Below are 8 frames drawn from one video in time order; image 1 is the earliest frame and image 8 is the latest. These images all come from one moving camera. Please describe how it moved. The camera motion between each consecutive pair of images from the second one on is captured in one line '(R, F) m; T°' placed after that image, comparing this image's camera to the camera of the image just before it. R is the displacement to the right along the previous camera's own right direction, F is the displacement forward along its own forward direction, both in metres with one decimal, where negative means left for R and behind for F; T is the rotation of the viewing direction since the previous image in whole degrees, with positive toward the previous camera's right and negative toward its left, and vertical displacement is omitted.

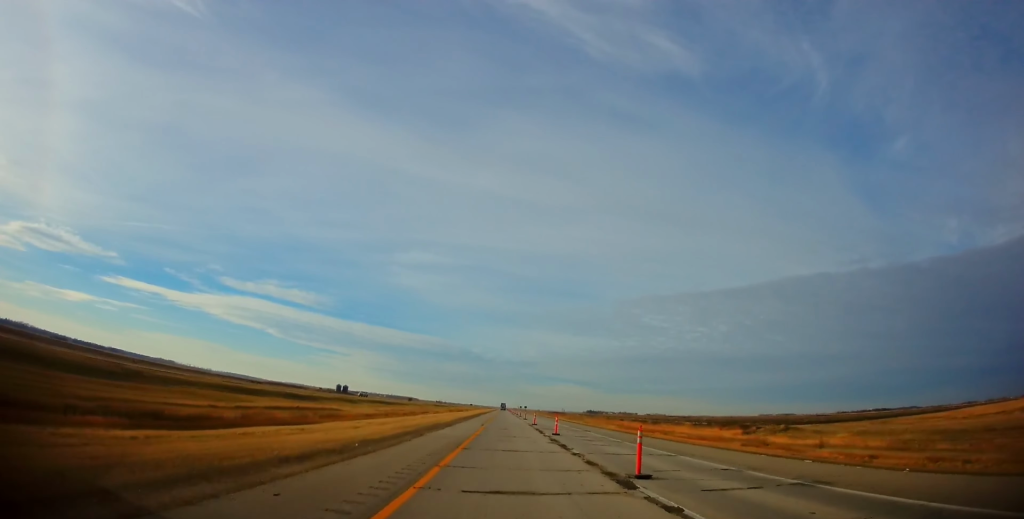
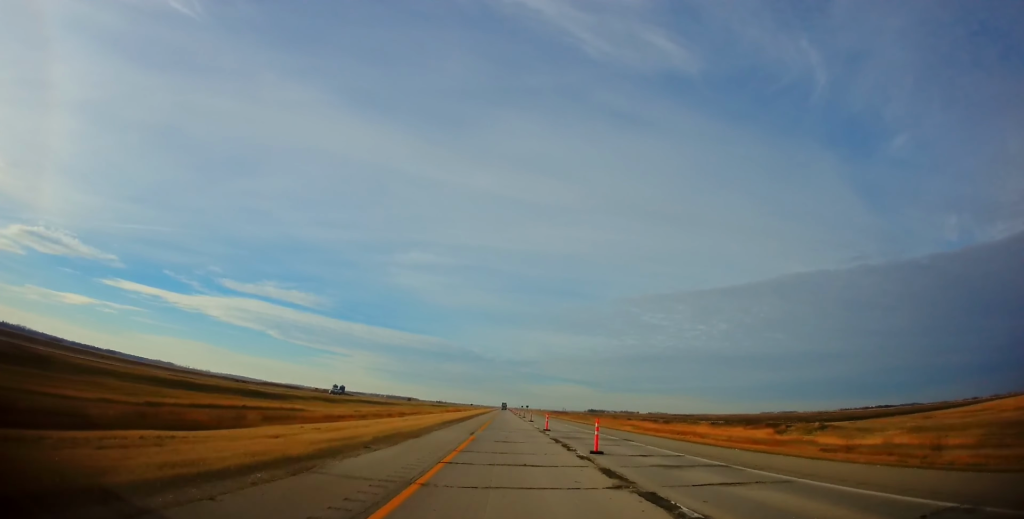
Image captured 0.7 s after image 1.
(-0.4, +14.0) m; -1°
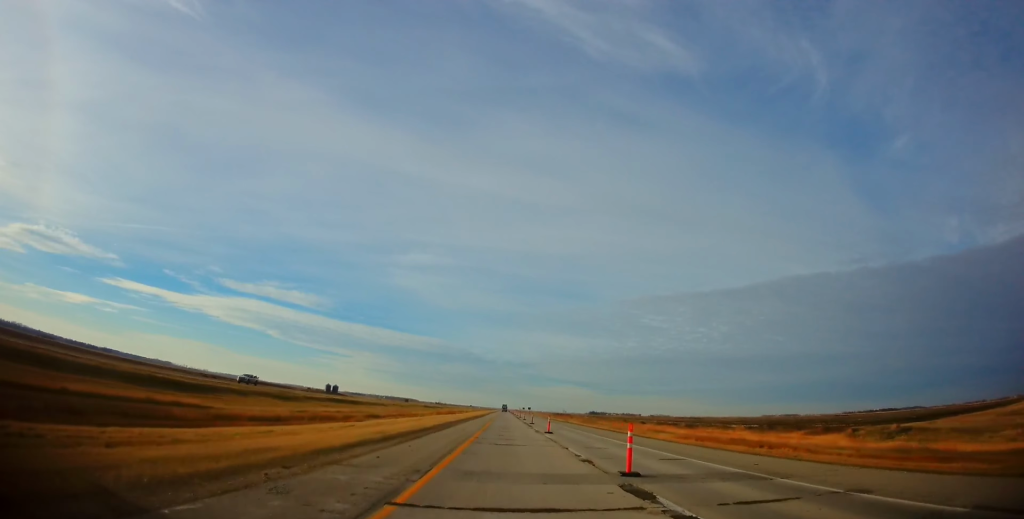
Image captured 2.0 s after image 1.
(+0.3, +24.2) m; +1°
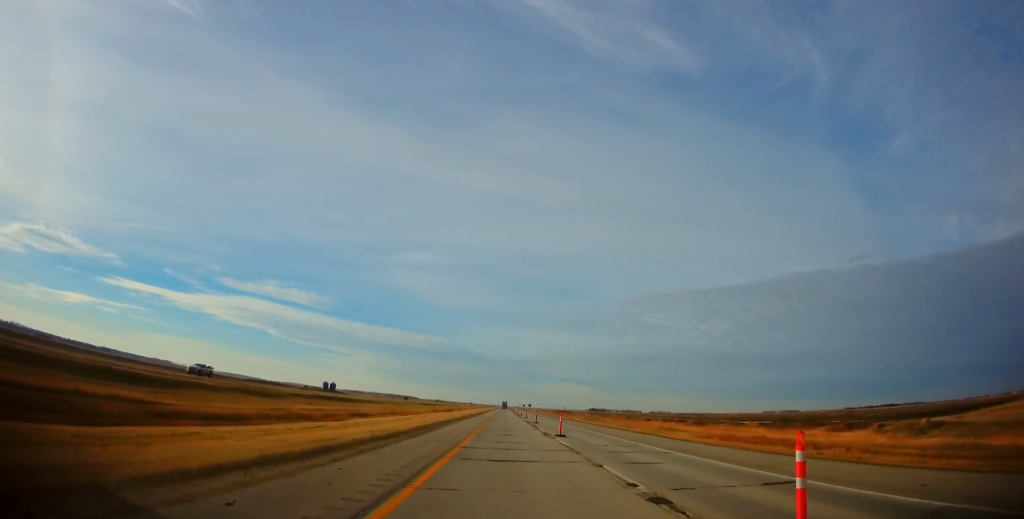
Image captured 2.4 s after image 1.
(0.0, +7.7) m; 0°
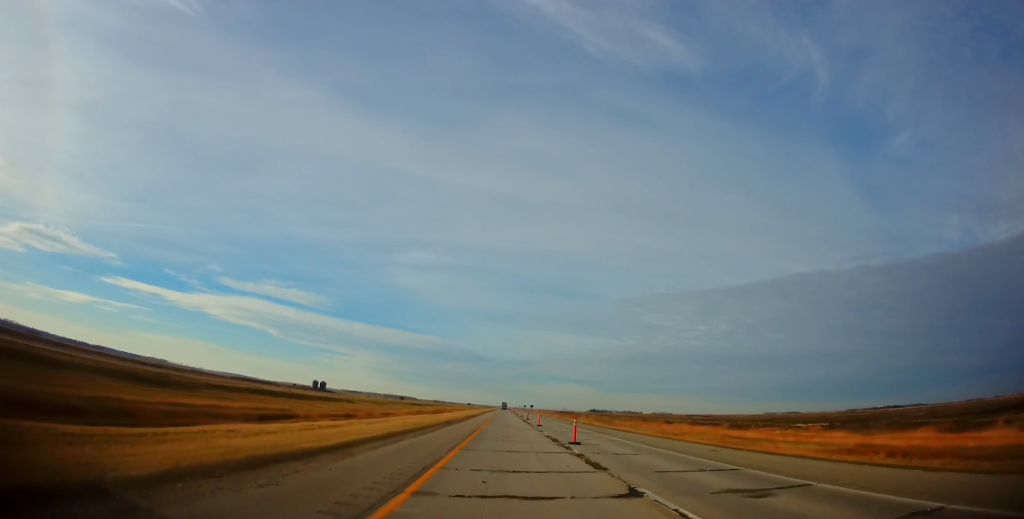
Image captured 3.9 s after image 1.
(+0.3, +28.2) m; 0°
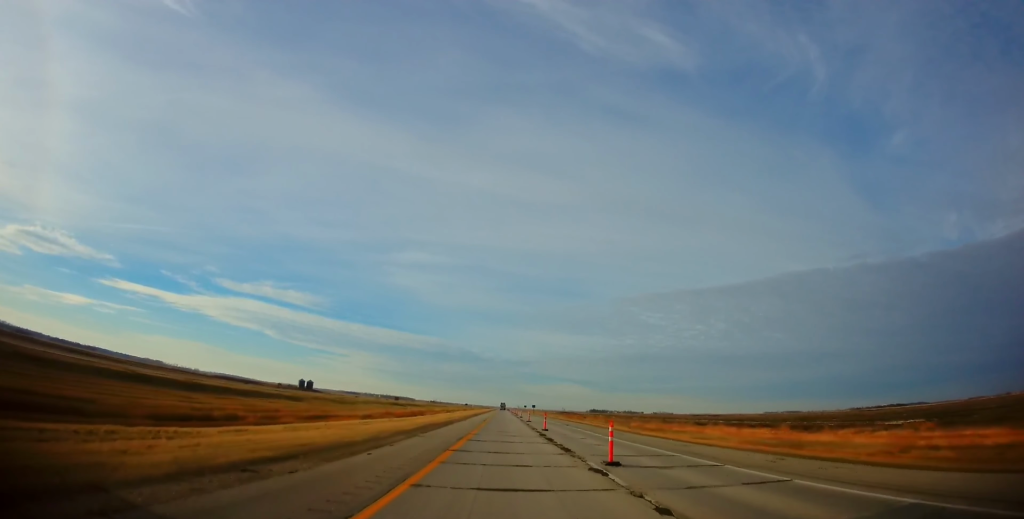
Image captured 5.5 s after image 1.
(-0.5, +32.4) m; -1°
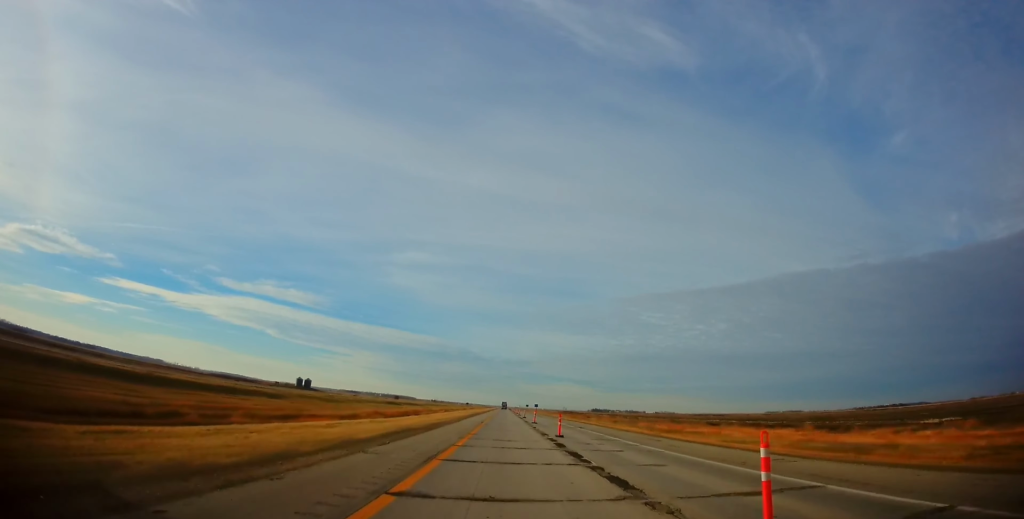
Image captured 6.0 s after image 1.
(0.0, +9.0) m; 0°
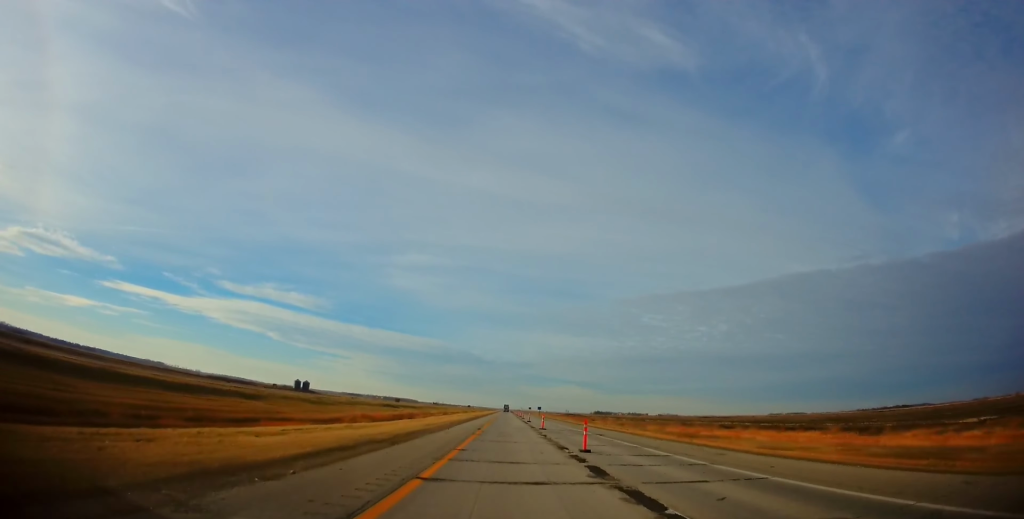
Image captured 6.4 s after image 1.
(-0.1, +8.4) m; 0°
